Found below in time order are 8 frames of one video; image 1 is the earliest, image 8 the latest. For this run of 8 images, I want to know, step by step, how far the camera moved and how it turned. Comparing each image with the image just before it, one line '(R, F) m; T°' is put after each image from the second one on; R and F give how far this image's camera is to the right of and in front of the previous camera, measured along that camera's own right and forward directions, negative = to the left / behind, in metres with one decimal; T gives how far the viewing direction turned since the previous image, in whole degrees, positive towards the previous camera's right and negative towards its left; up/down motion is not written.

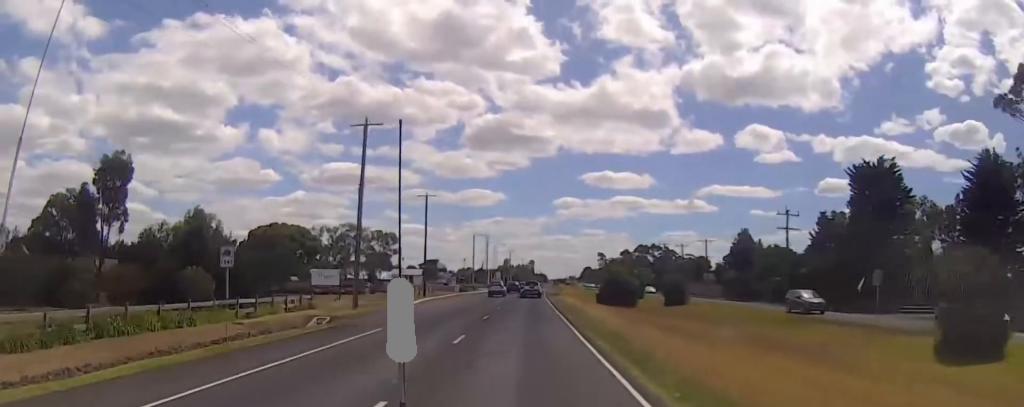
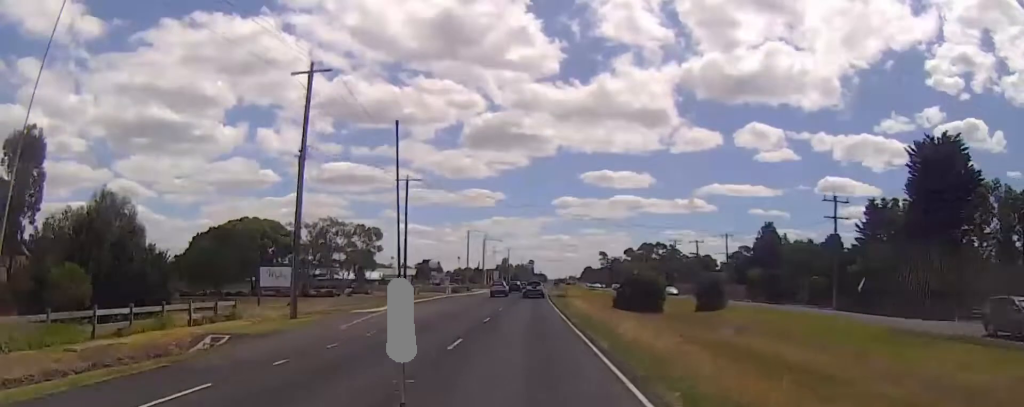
(-0.2, +13.1) m; -1°
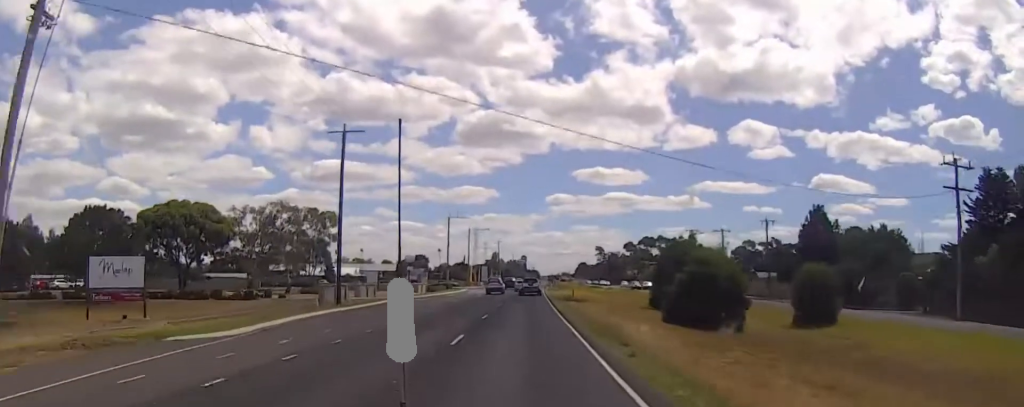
(-0.4, +22.4) m; +2°
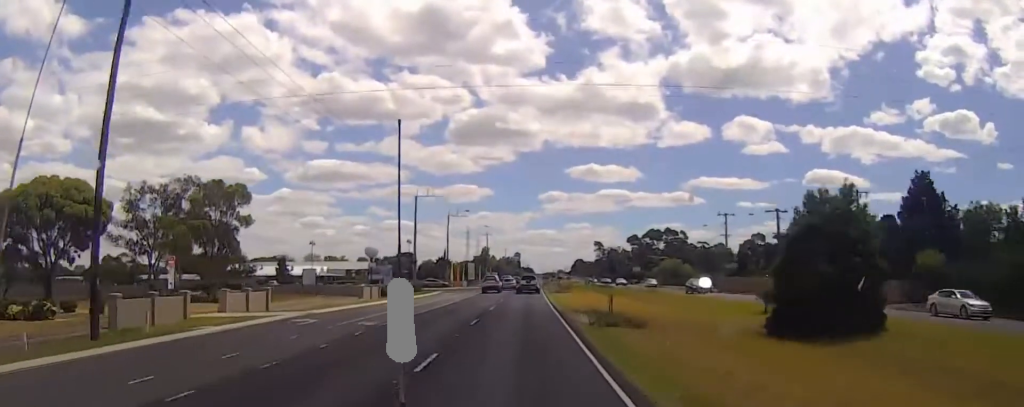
(+1.3, +28.5) m; +1°
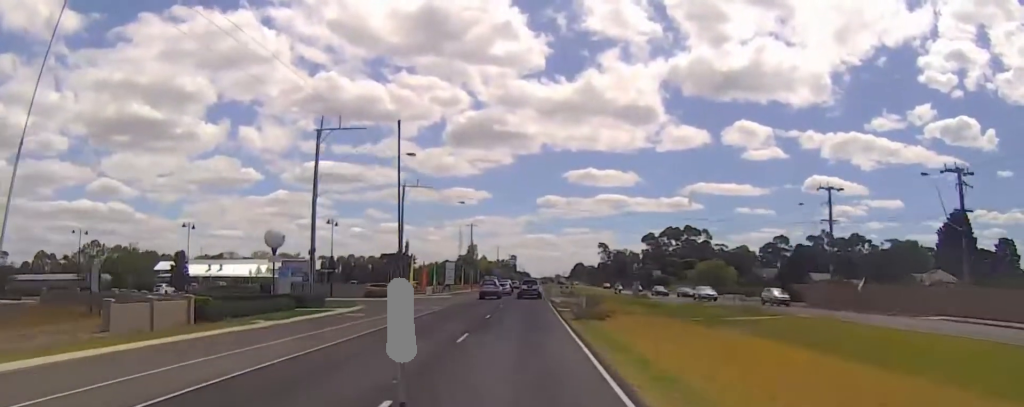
(-0.1, +39.7) m; 0°
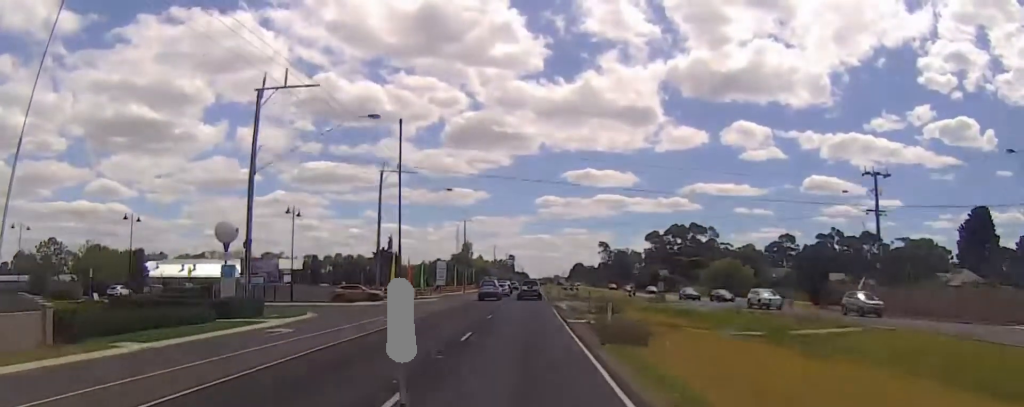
(0.0, +10.6) m; 0°
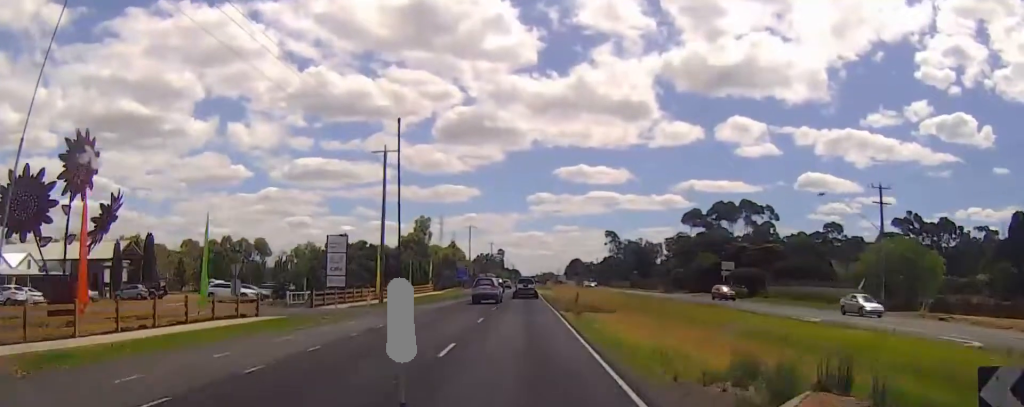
(-0.6, +62.9) m; -1°
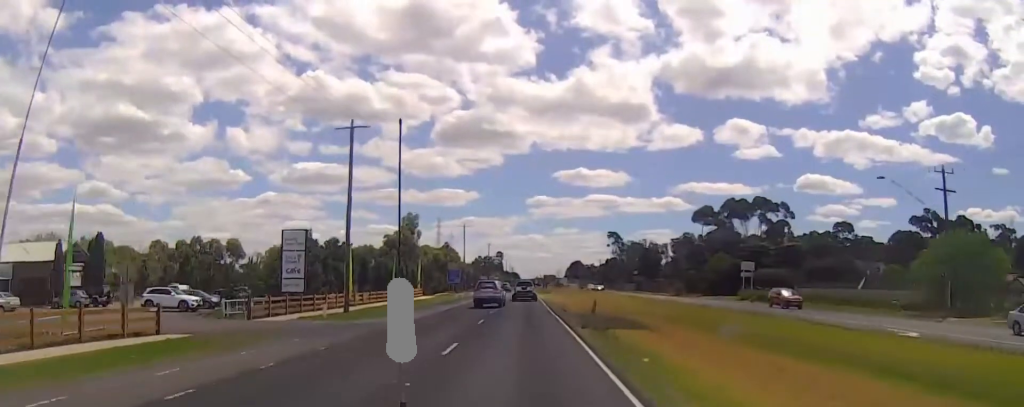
(-0.2, +11.6) m; 0°
